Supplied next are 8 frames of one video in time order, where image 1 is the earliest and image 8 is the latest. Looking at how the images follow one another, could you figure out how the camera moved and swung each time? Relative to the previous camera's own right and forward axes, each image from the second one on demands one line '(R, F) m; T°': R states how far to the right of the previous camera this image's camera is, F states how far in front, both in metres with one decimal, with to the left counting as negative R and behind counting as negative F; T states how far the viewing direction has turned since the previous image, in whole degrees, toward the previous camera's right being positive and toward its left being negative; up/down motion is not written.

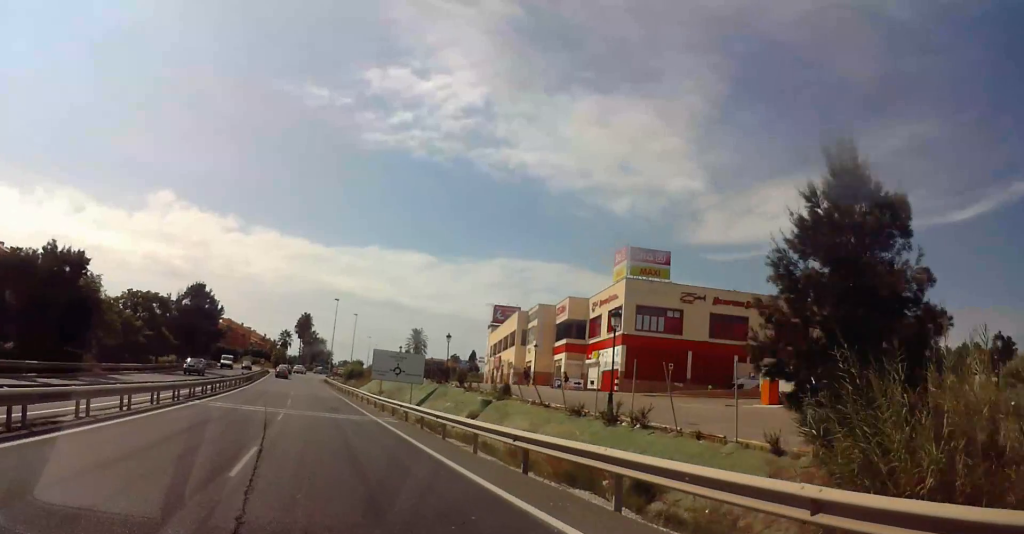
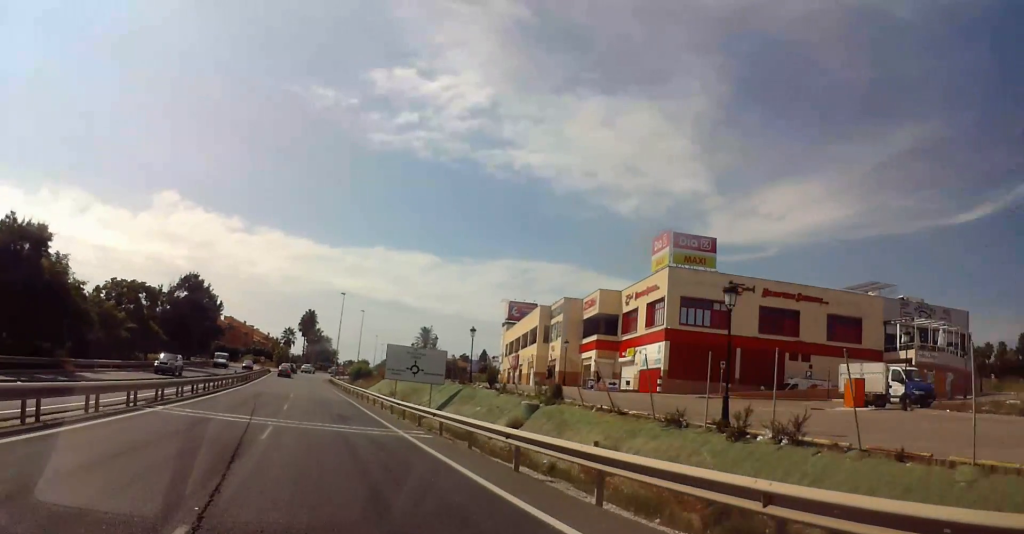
(0.0, +7.7) m; 0°
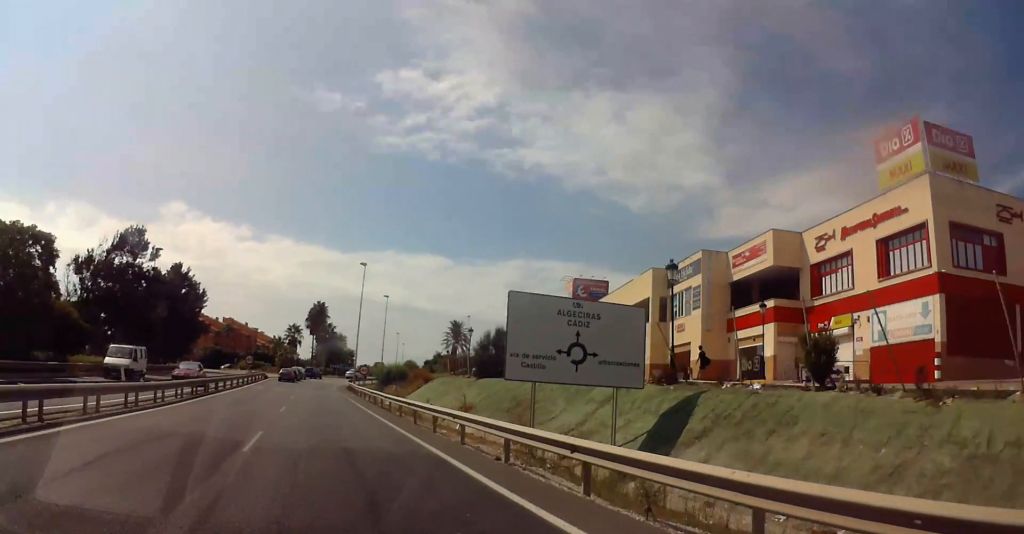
(-0.3, +27.9) m; -1°
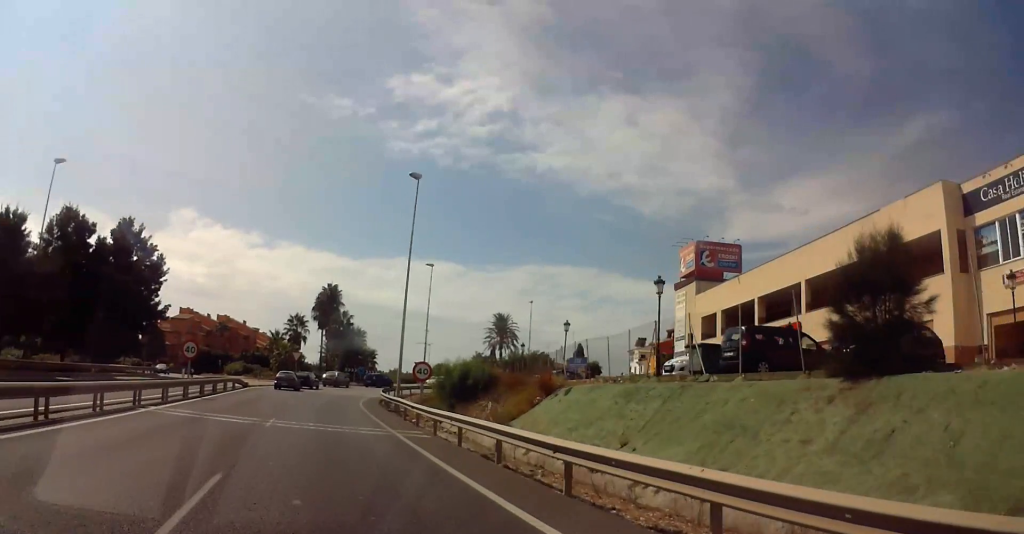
(+0.2, +30.9) m; 0°
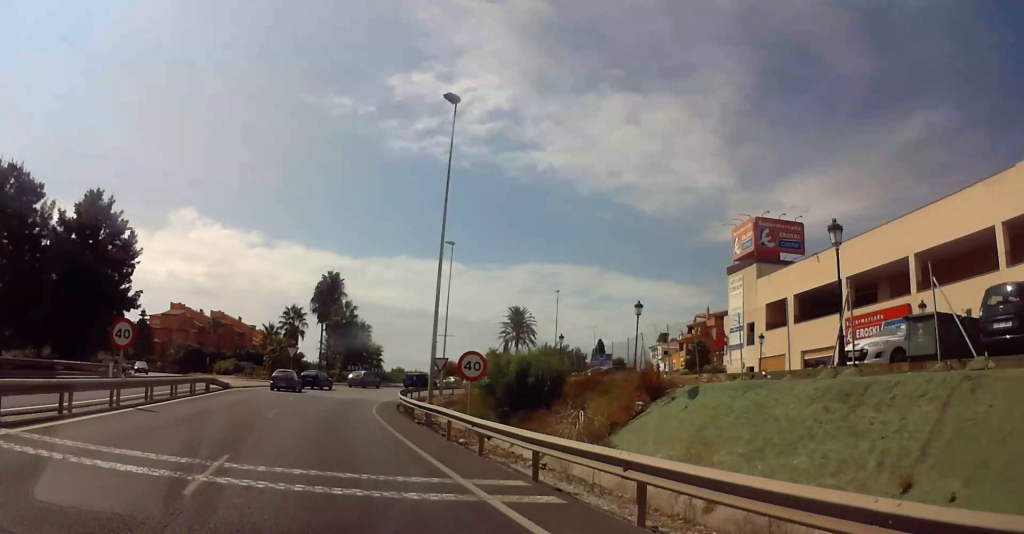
(-0.2, +10.2) m; -1°
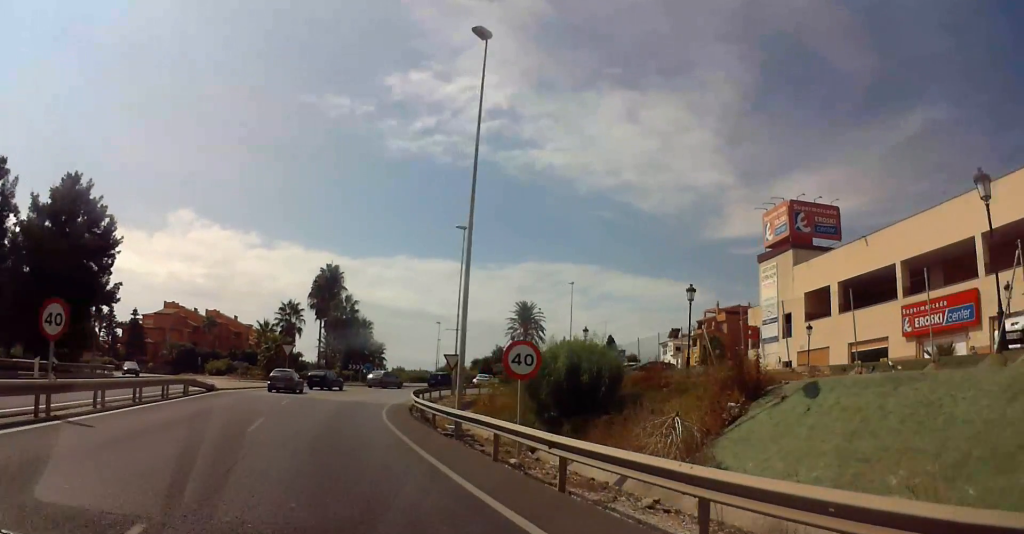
(0.0, +5.1) m; 0°
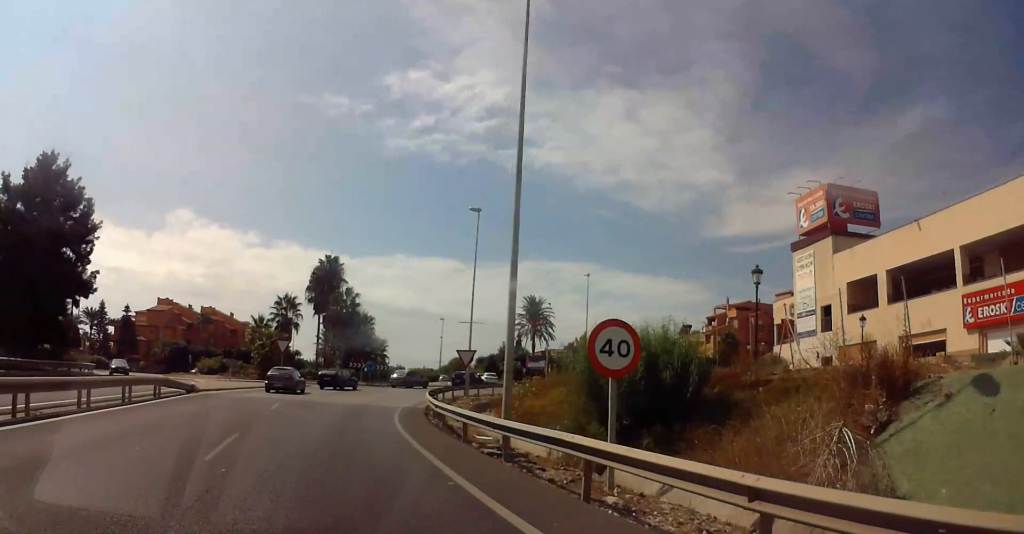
(0.0, +5.1) m; 0°
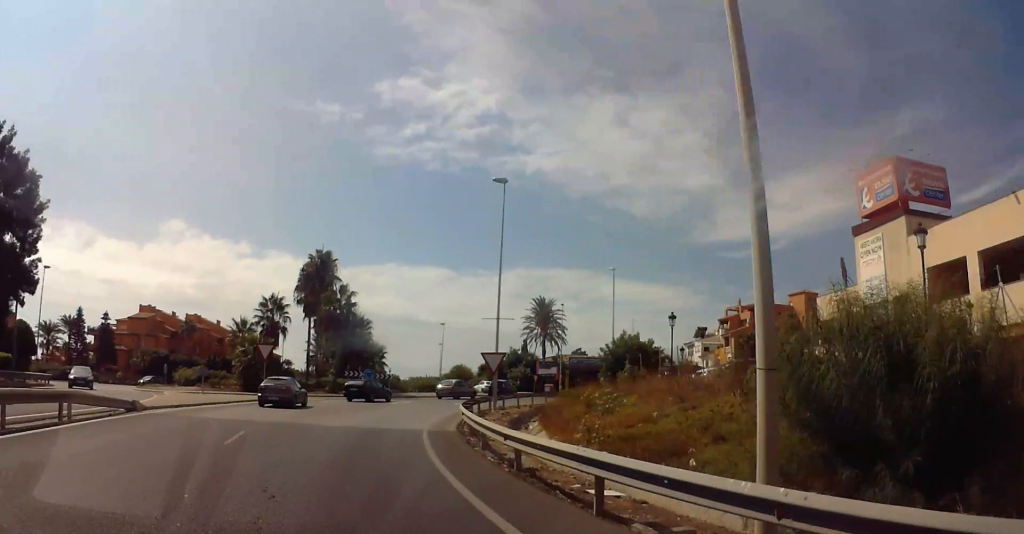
(+0.1, +8.6) m; +1°
